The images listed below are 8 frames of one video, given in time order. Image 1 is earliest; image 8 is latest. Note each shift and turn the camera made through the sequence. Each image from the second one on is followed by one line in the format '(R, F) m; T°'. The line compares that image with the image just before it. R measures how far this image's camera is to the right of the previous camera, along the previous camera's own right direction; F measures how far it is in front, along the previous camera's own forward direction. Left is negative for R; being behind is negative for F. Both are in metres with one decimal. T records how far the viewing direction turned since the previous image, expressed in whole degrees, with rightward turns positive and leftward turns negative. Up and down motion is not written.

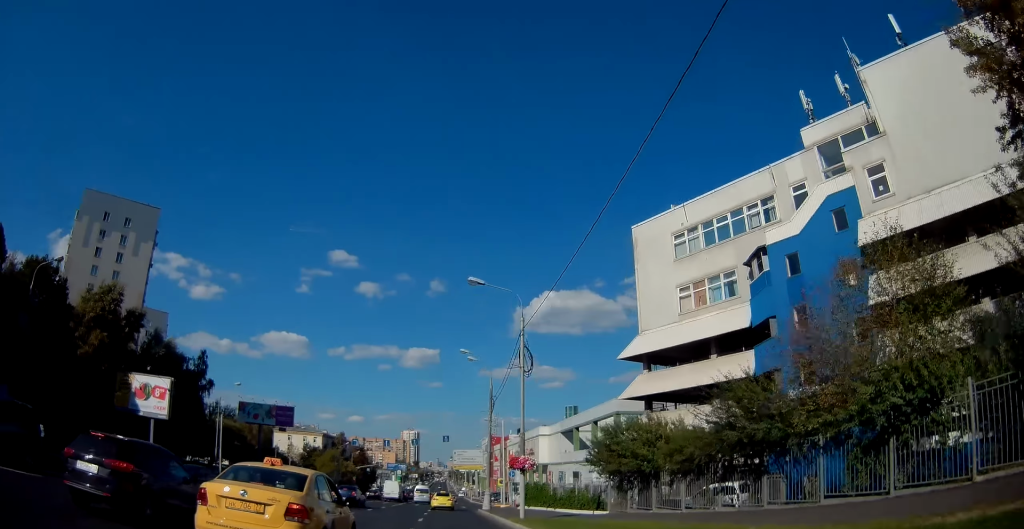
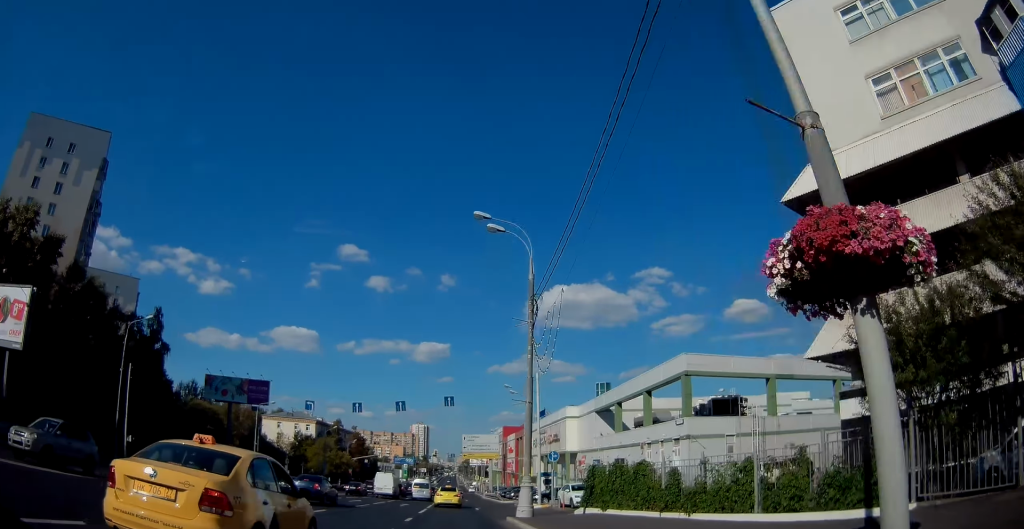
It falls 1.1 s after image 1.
(+0.1, +21.0) m; 0°
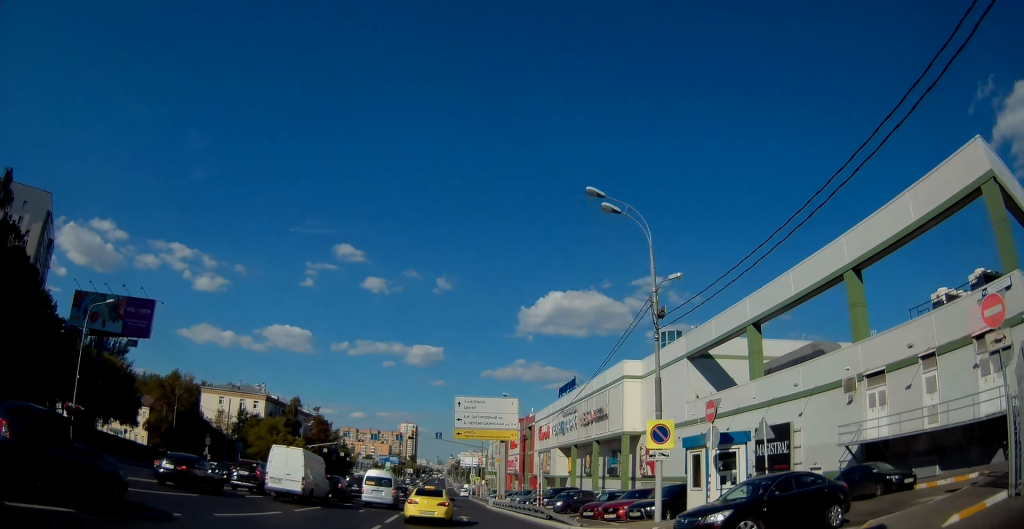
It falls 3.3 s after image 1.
(-0.5, +42.0) m; 0°
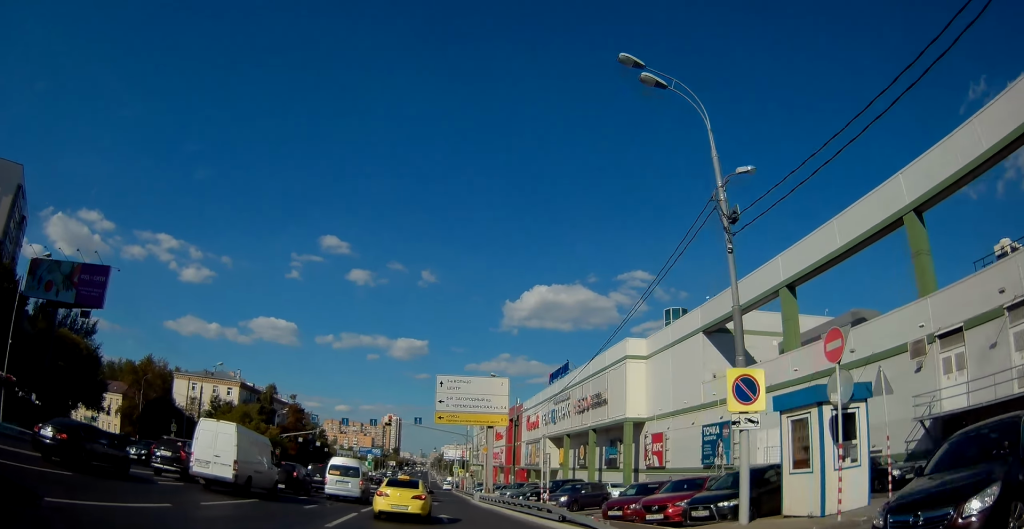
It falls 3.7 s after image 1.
(0.0, +7.5) m; 0°
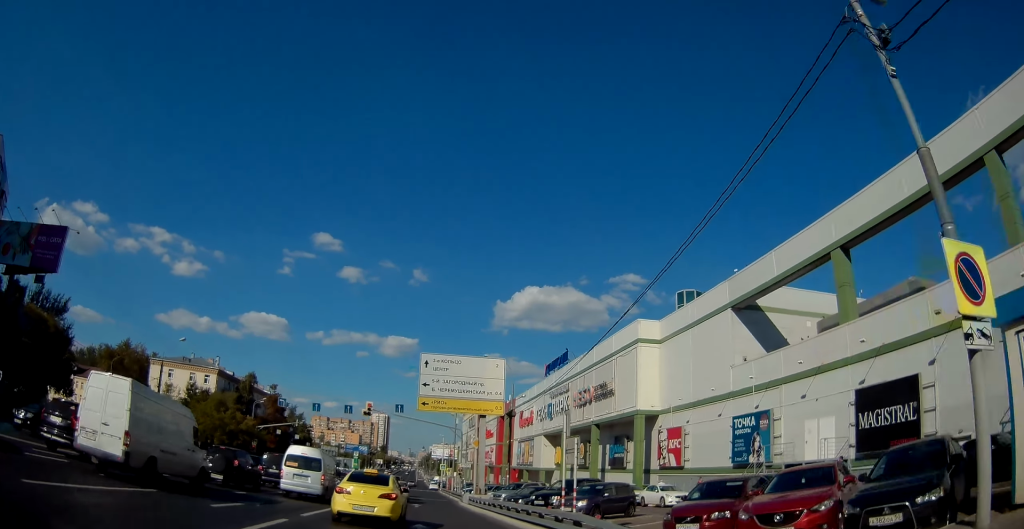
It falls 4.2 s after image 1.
(0.0, +7.1) m; +1°
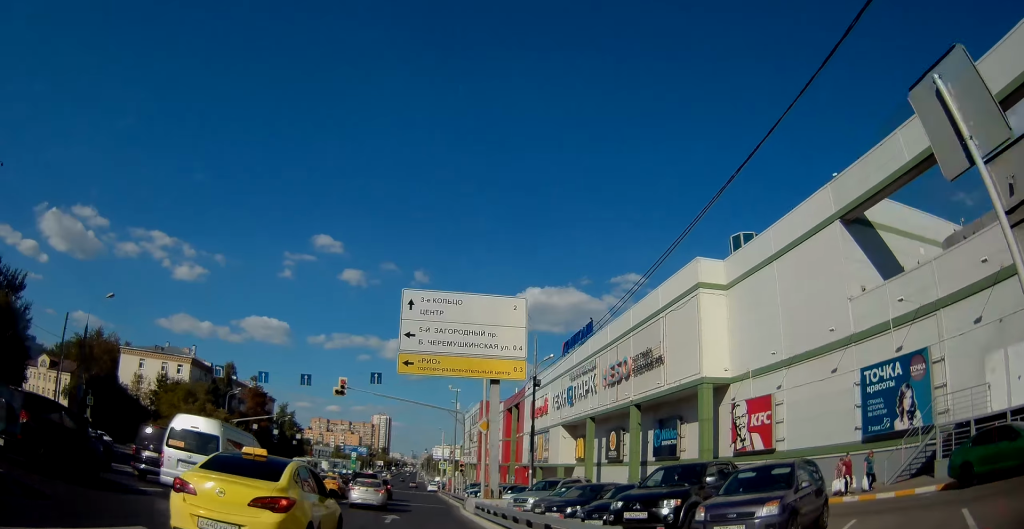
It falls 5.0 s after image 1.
(+0.1, +14.0) m; +1°
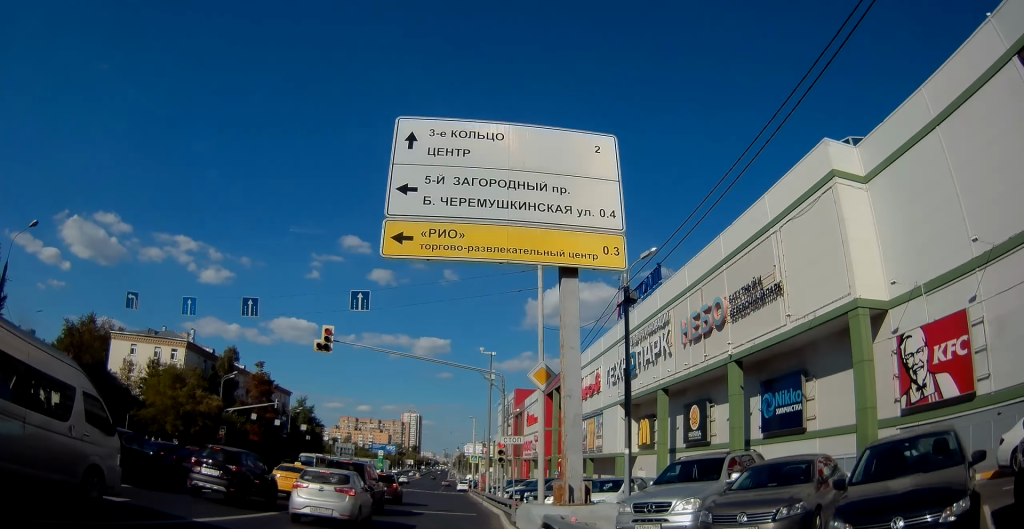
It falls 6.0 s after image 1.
(+0.2, +14.8) m; +1°
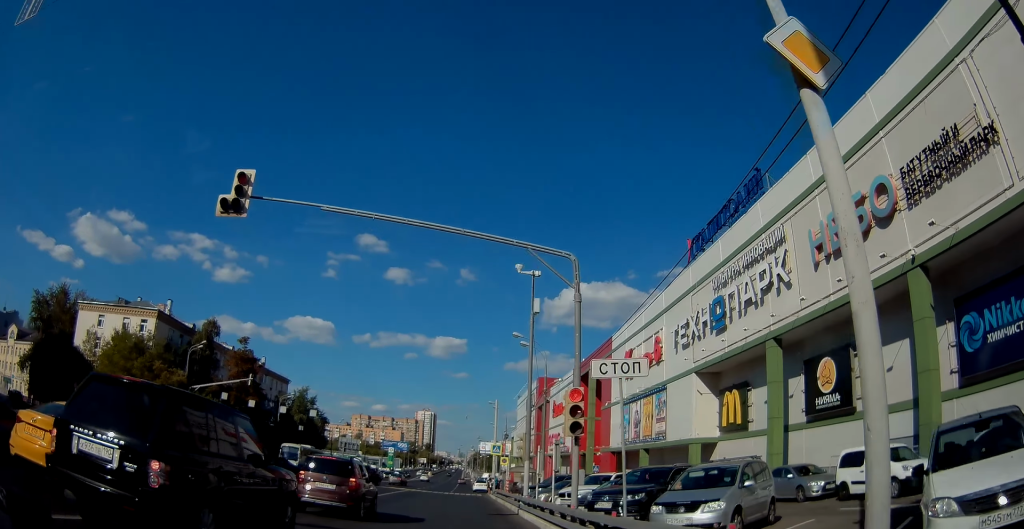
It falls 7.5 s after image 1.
(-0.3, +19.2) m; -3°
